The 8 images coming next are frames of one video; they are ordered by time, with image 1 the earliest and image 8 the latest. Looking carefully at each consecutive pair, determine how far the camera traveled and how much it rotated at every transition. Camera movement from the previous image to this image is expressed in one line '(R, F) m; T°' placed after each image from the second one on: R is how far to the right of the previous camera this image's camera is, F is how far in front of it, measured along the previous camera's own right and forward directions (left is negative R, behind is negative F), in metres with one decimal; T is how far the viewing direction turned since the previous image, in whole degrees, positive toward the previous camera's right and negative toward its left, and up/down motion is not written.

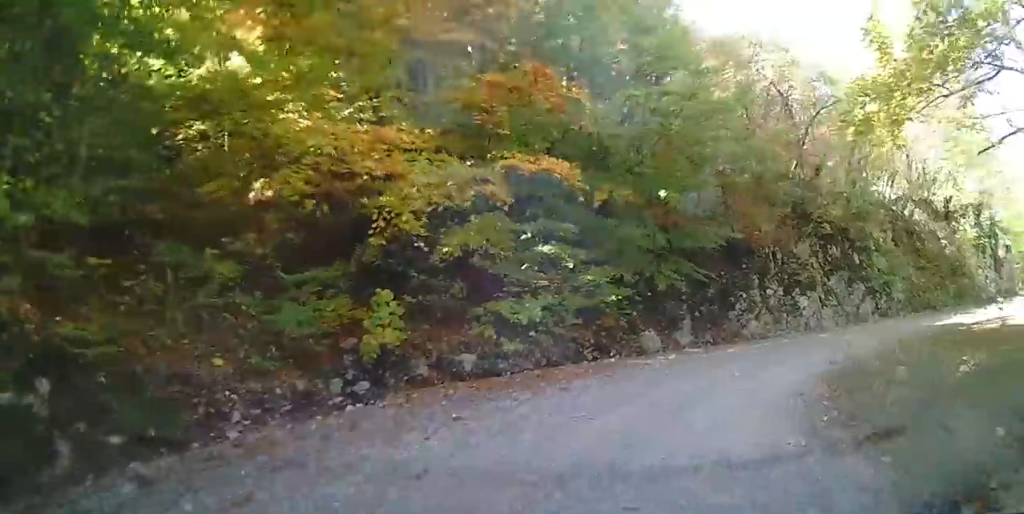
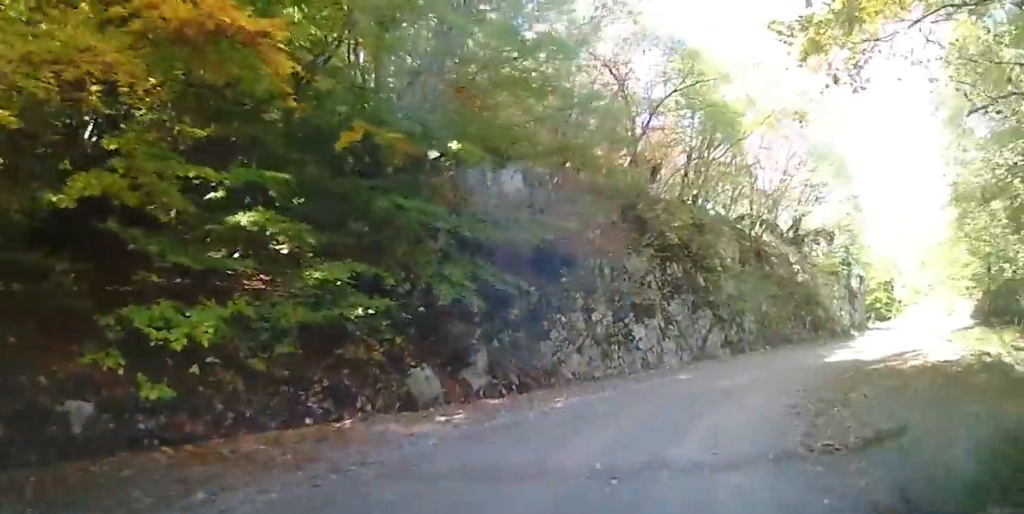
(+0.4, +5.2) m; +14°
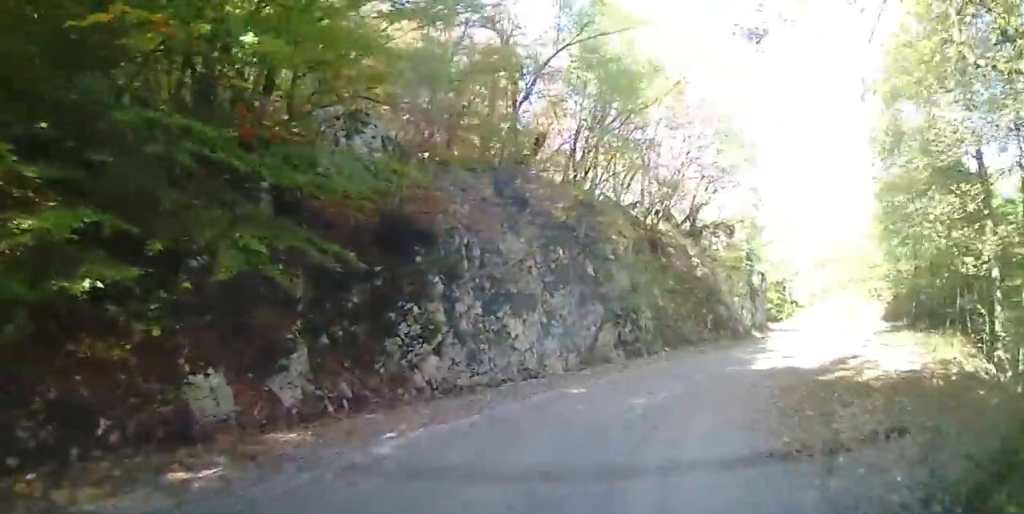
(+0.2, +2.8) m; +12°
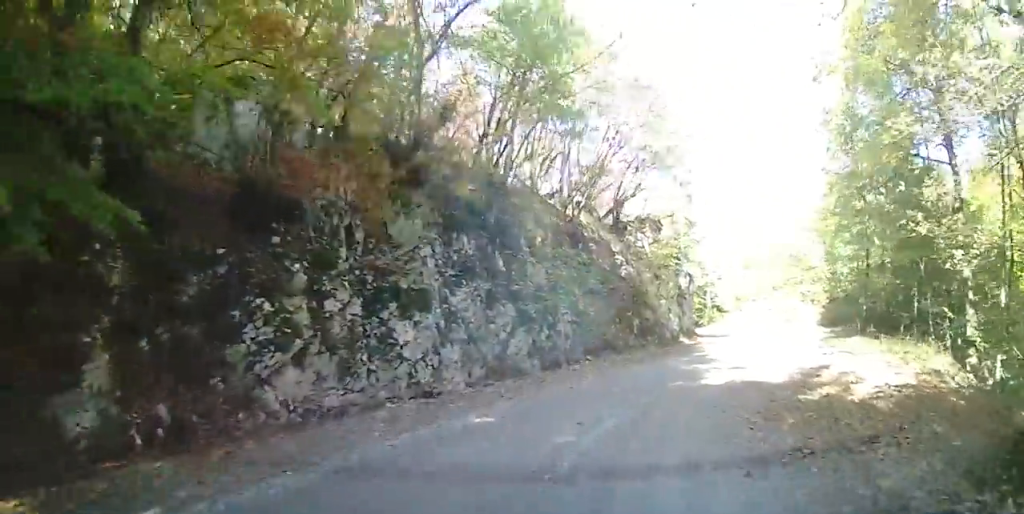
(+0.1, +2.2) m; +11°
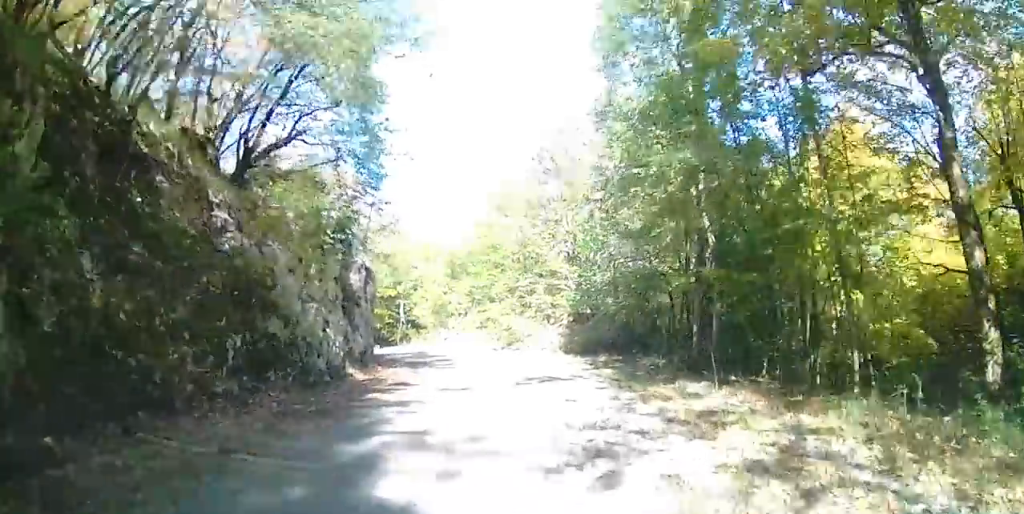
(+2.6, +8.4) m; +31°
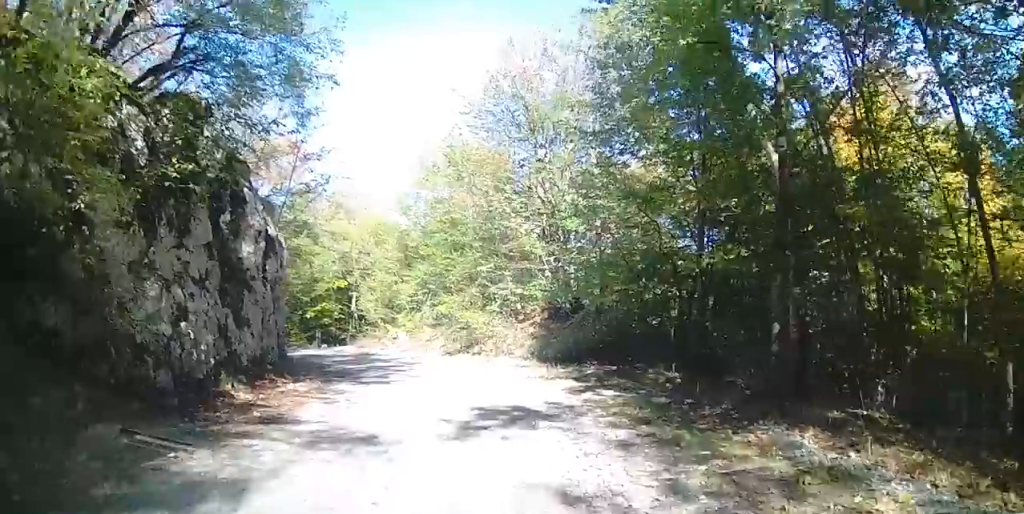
(+0.5, +4.5) m; +8°
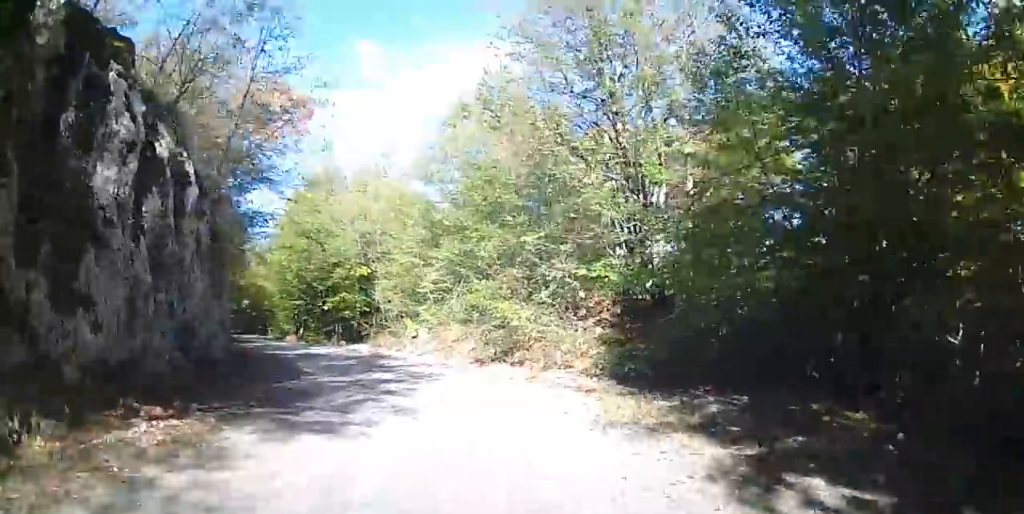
(+0.4, +6.6) m; -3°
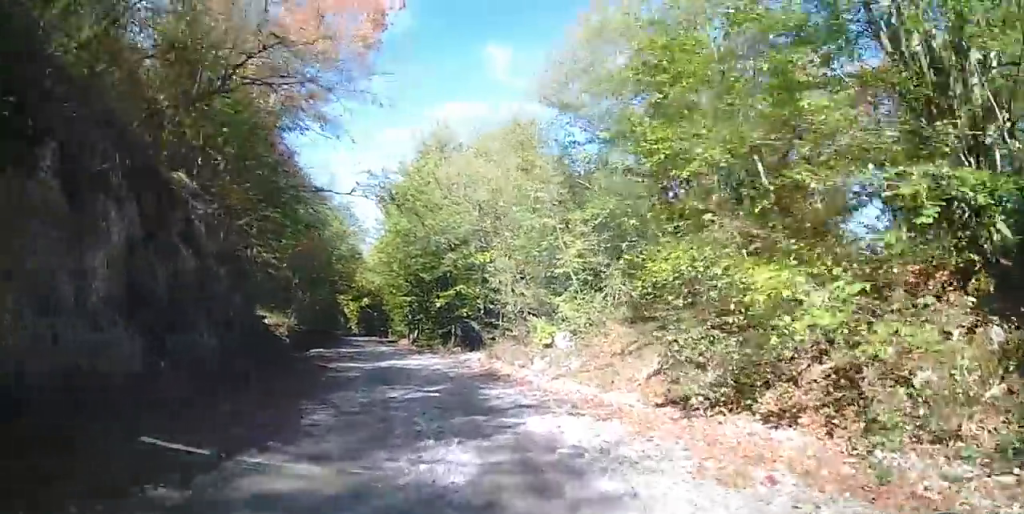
(-1.3, +9.4) m; -12°
